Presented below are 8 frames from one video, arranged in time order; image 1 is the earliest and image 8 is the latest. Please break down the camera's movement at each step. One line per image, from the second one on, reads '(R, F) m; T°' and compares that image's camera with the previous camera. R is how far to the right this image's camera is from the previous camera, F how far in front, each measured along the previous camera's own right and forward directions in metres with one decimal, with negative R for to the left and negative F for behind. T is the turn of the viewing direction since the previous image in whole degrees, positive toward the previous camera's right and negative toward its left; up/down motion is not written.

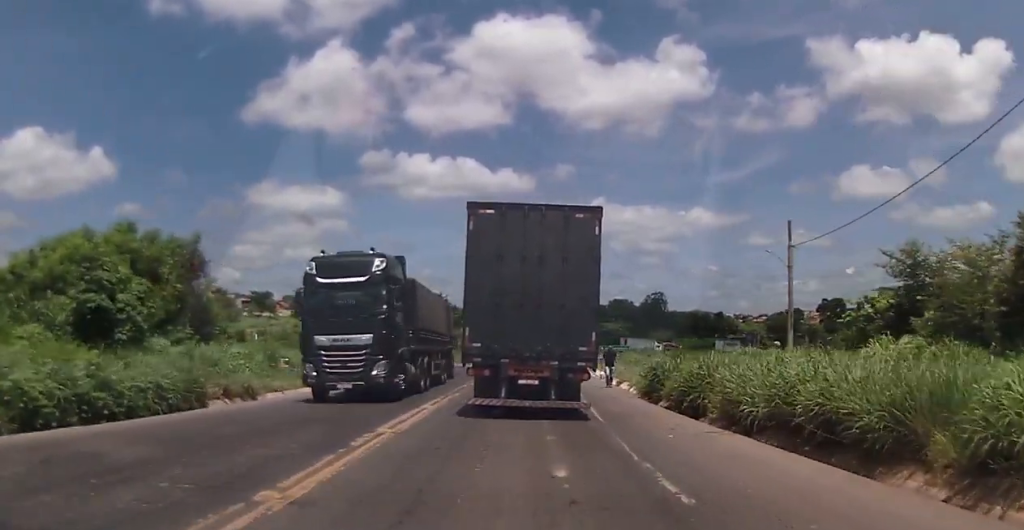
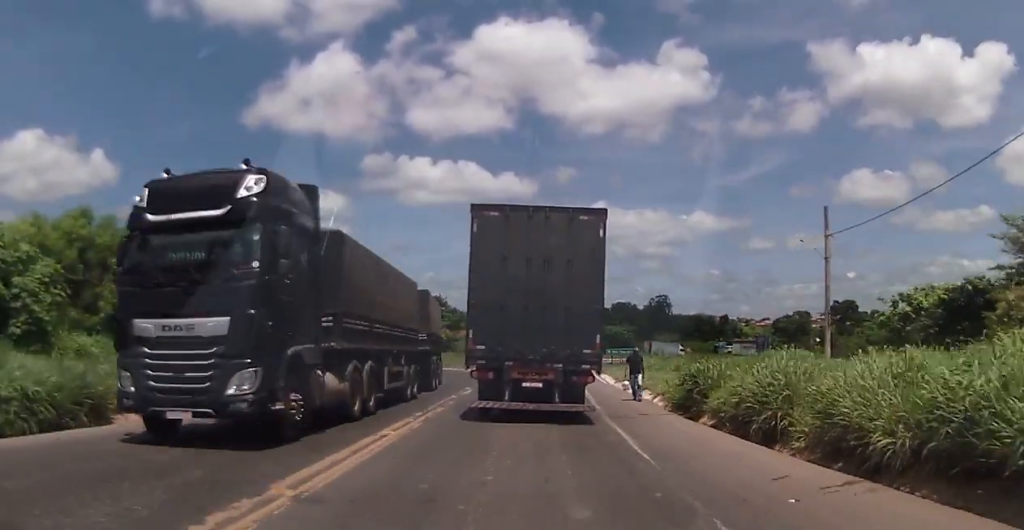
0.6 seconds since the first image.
(0.0, +5.1) m; 0°
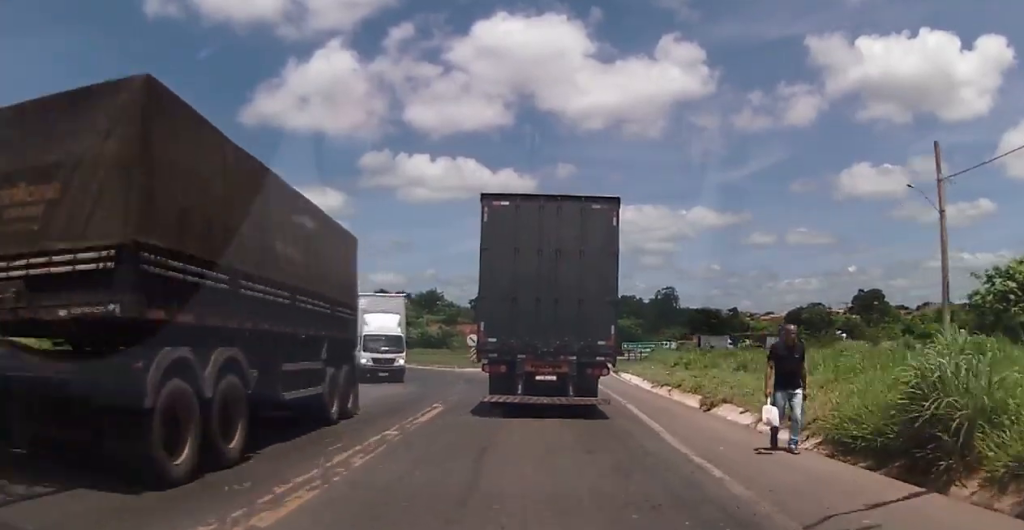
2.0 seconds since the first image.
(-0.5, +10.9) m; -4°
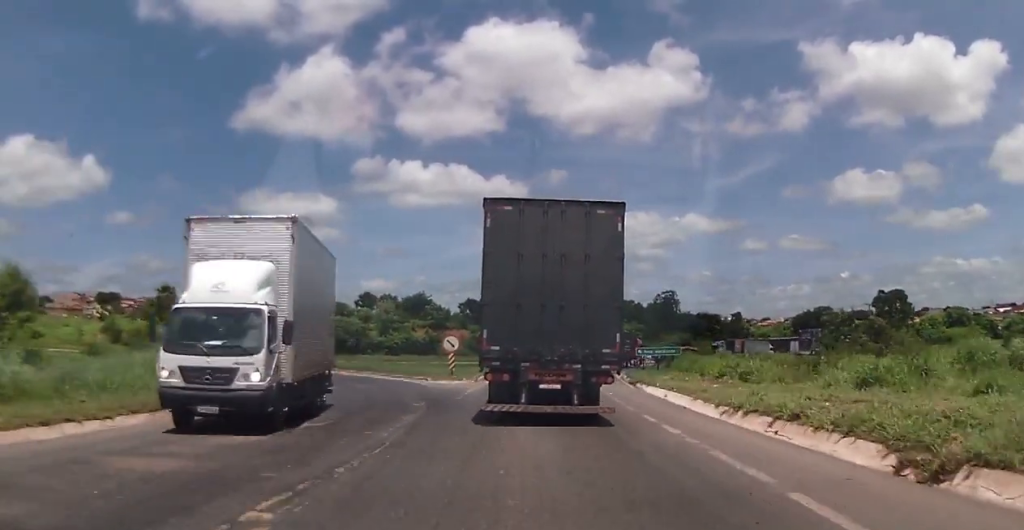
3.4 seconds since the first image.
(+0.1, +10.8) m; +4°
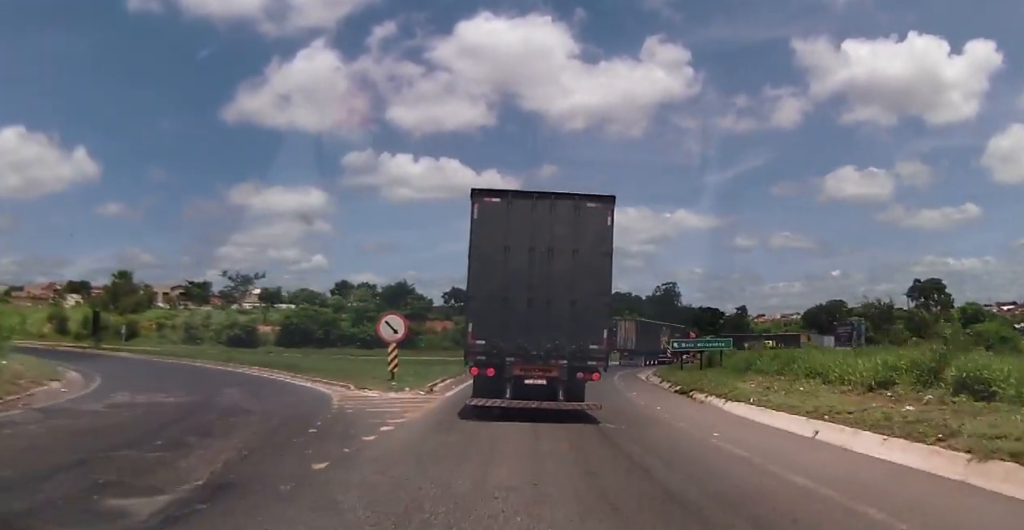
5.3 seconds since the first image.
(+0.5, +15.1) m; +2°
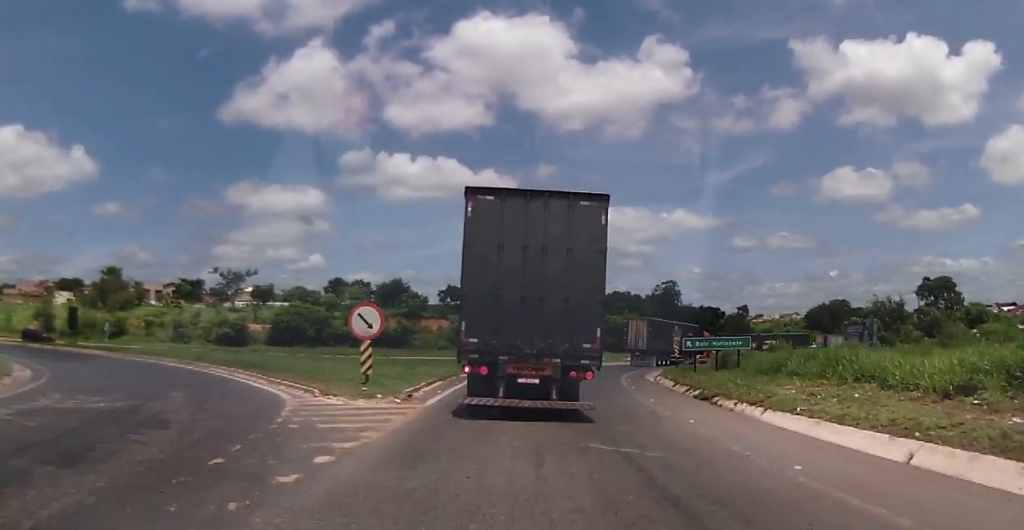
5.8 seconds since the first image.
(0.0, +3.5) m; 0°
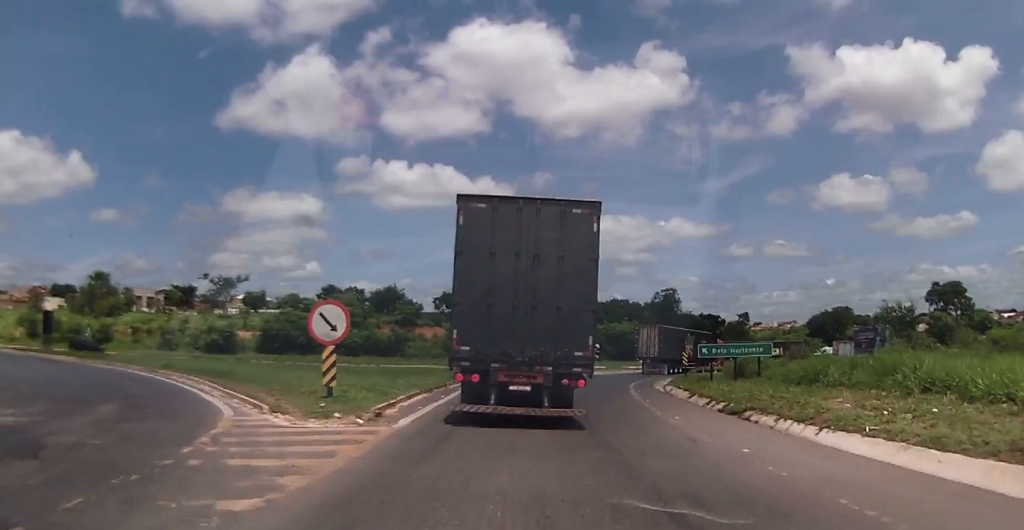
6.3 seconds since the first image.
(-0.1, +3.5) m; -1°
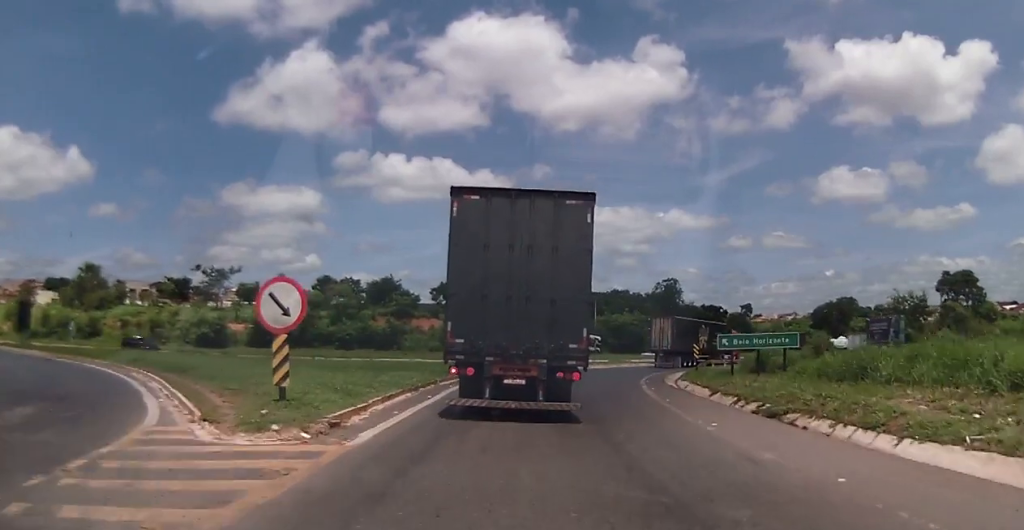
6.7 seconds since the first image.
(0.0, +3.2) m; 0°
